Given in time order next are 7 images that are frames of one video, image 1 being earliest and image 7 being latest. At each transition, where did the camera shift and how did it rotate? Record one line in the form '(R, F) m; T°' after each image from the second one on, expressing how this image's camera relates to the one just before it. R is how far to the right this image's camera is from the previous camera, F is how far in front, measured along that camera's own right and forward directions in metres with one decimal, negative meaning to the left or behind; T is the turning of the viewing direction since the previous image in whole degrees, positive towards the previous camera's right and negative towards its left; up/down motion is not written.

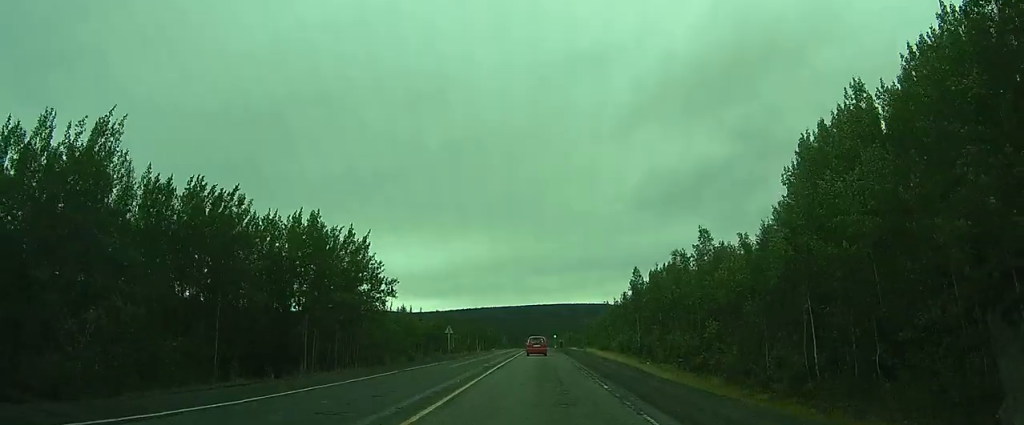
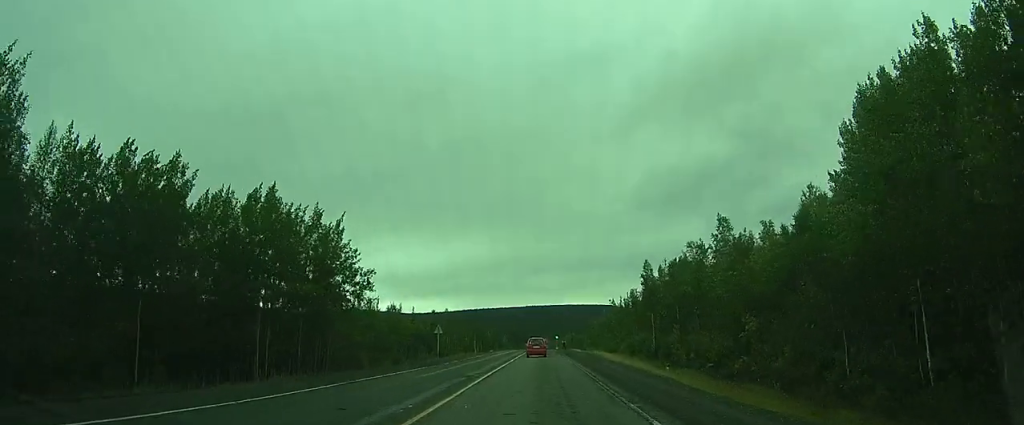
(-0.1, +6.7) m; -1°
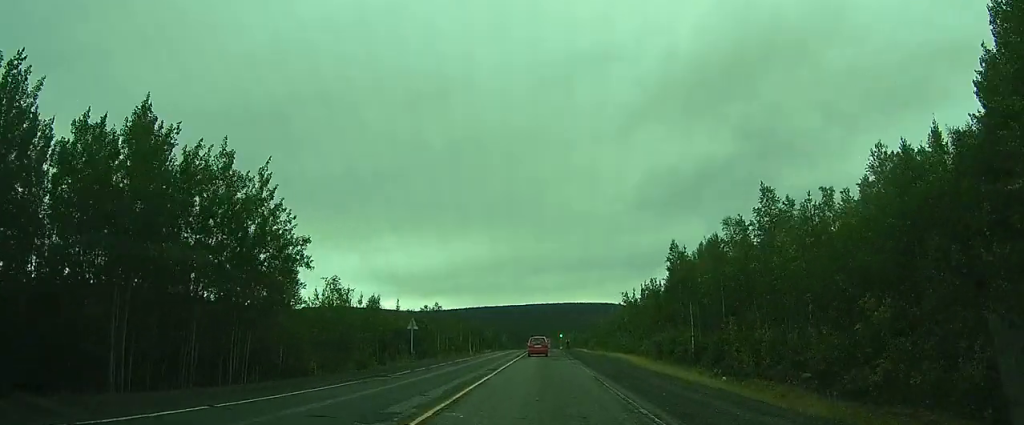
(+0.1, +11.8) m; 0°
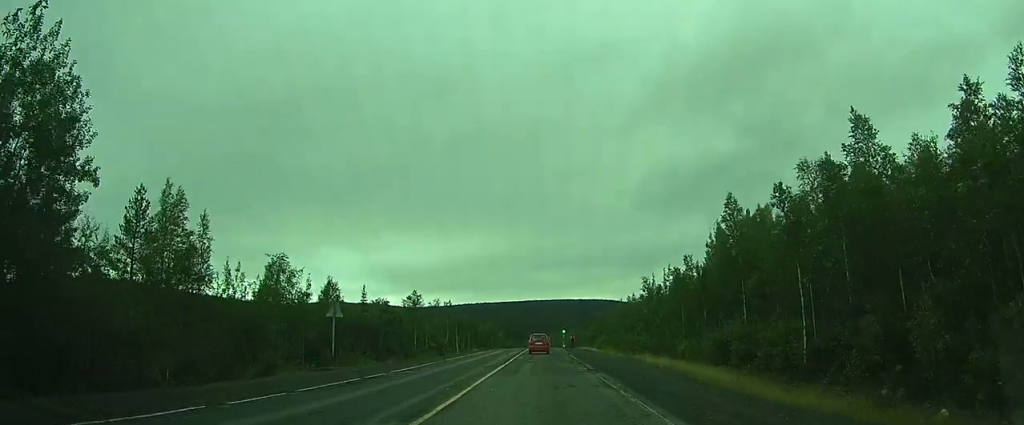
(0.0, +16.0) m; -1°
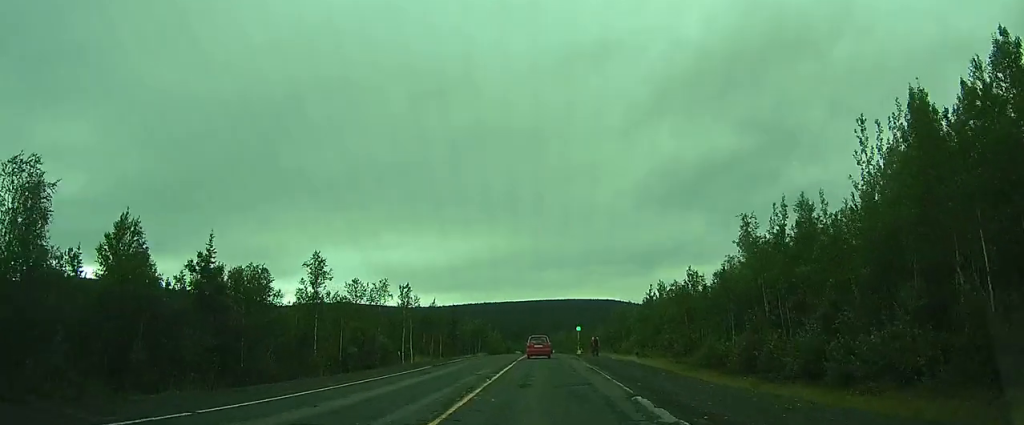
(-1.1, +34.1) m; -3°
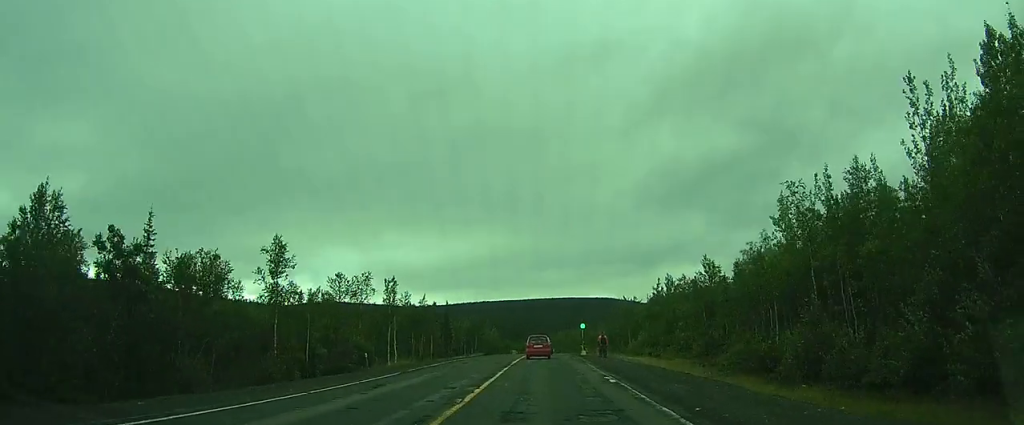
(-0.1, +6.6) m; 0°
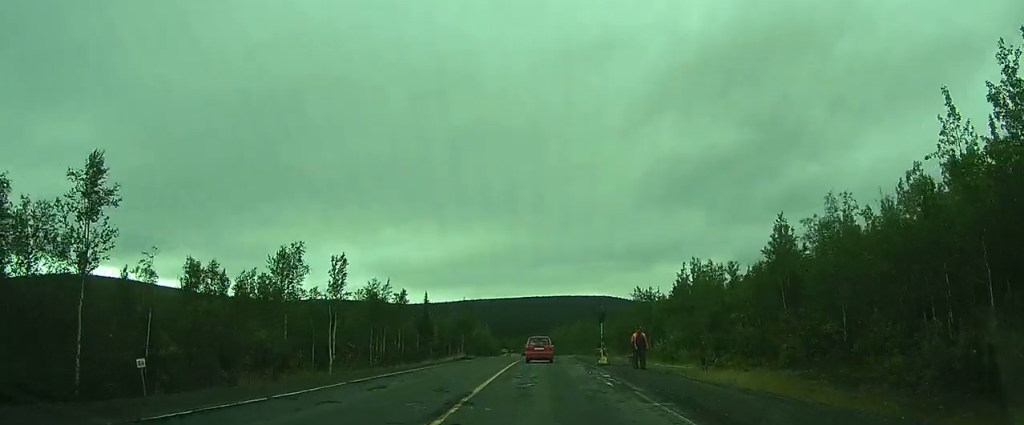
(-0.2, +17.1) m; -1°
